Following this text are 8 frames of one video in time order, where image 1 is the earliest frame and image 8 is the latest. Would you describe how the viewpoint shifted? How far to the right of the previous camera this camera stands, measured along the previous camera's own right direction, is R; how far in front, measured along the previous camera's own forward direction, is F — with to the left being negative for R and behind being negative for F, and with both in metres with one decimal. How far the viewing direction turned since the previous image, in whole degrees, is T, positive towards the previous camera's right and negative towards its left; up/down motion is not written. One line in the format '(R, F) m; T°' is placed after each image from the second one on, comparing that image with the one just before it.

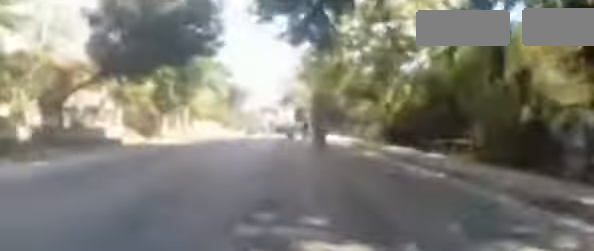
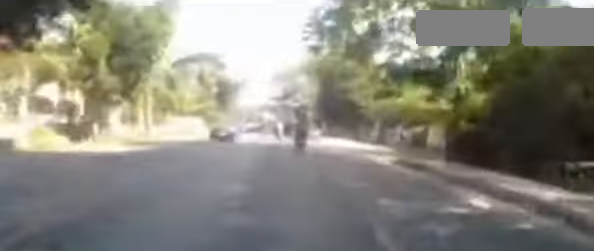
(0.0, +8.8) m; 0°
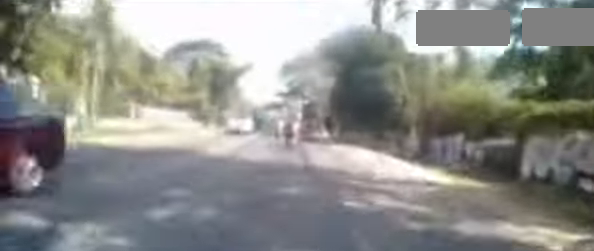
(0.0, +8.9) m; 0°
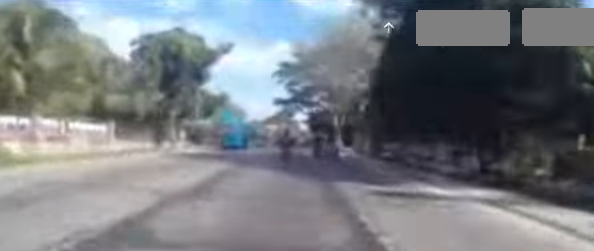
(0.0, +16.1) m; 0°
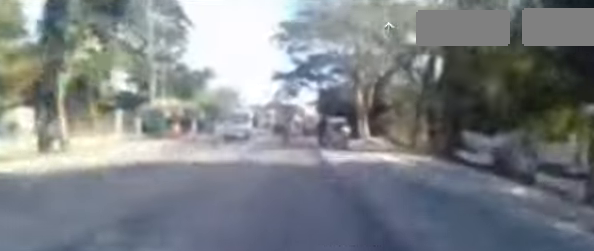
(0.0, +12.8) m; 0°
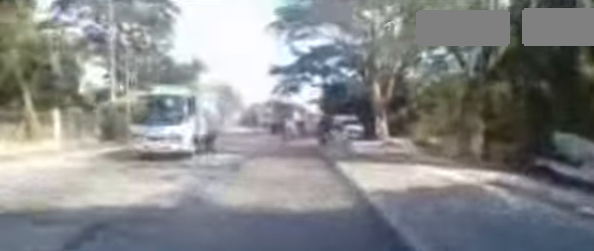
(0.0, +5.5) m; -2°
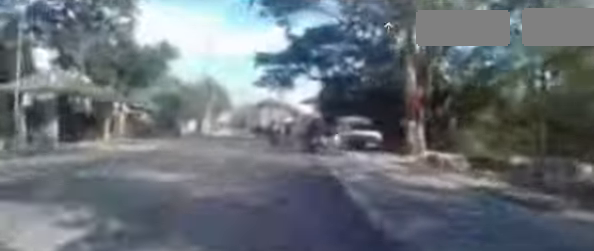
(-0.2, +7.2) m; -1°
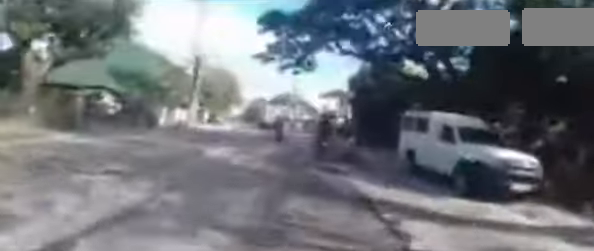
(-0.1, +10.9) m; +1°
